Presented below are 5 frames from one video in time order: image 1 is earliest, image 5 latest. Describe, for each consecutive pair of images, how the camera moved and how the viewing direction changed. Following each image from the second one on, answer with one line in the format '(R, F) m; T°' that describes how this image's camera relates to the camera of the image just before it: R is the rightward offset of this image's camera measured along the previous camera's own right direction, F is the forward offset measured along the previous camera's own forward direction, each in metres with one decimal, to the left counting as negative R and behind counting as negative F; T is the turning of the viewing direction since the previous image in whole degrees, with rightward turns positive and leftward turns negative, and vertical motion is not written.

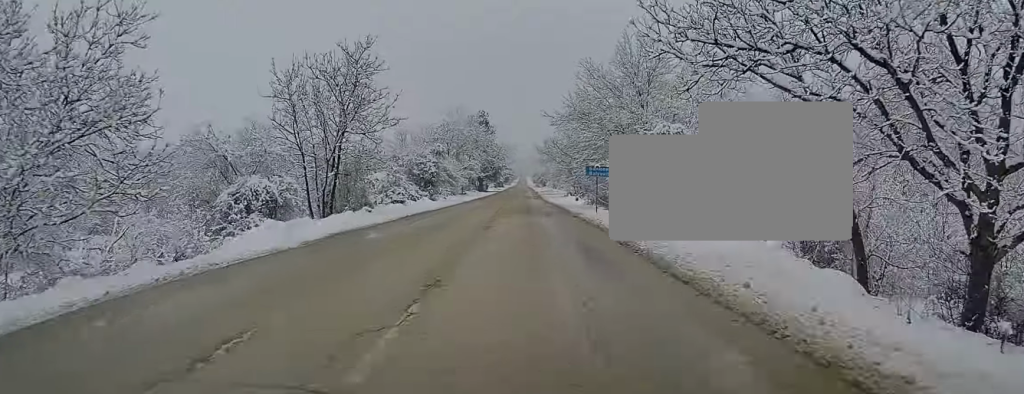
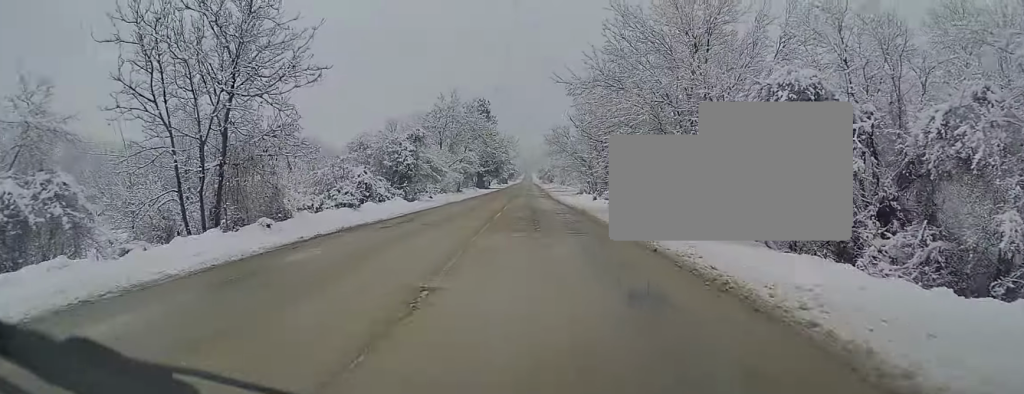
(+0.2, +14.0) m; 0°
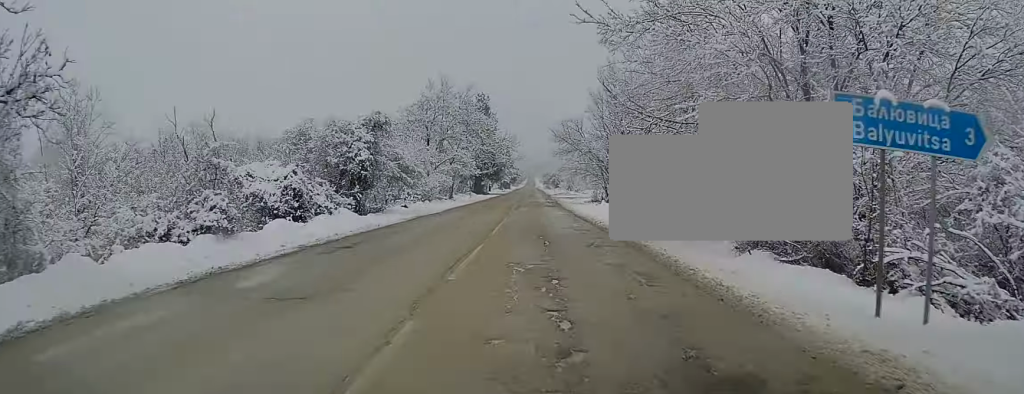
(+0.1, +13.5) m; -1°
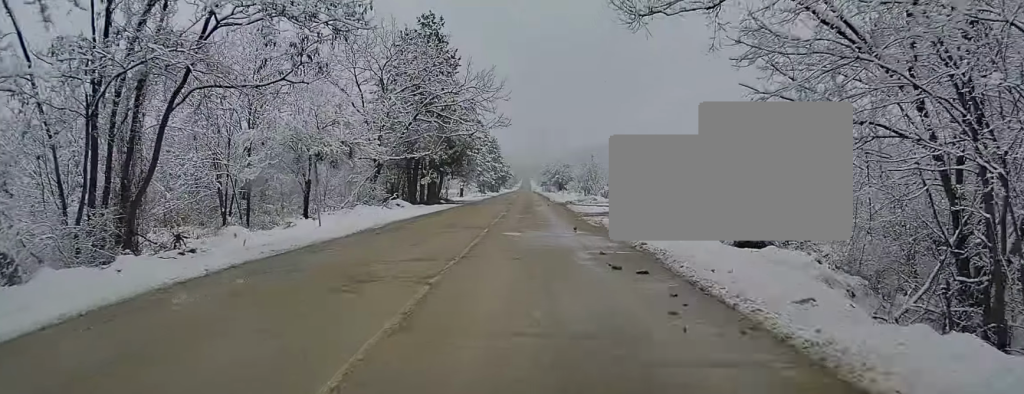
(-0.1, +53.8) m; +1°
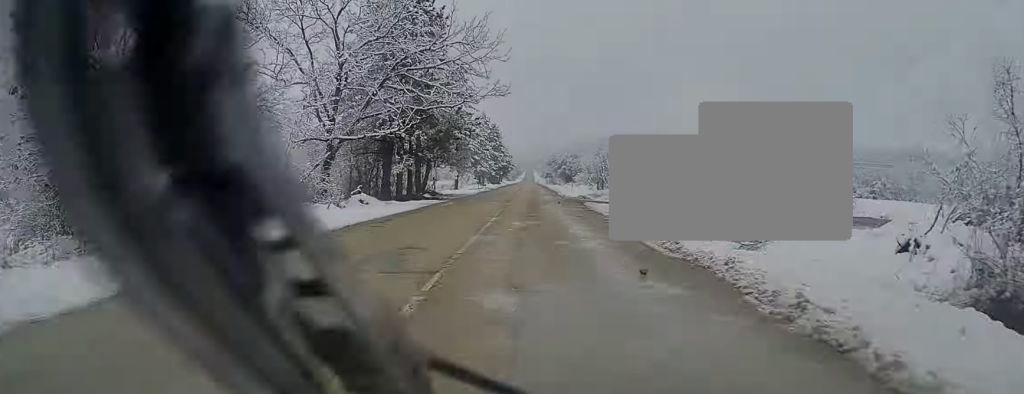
(-0.1, +12.1) m; 0°
